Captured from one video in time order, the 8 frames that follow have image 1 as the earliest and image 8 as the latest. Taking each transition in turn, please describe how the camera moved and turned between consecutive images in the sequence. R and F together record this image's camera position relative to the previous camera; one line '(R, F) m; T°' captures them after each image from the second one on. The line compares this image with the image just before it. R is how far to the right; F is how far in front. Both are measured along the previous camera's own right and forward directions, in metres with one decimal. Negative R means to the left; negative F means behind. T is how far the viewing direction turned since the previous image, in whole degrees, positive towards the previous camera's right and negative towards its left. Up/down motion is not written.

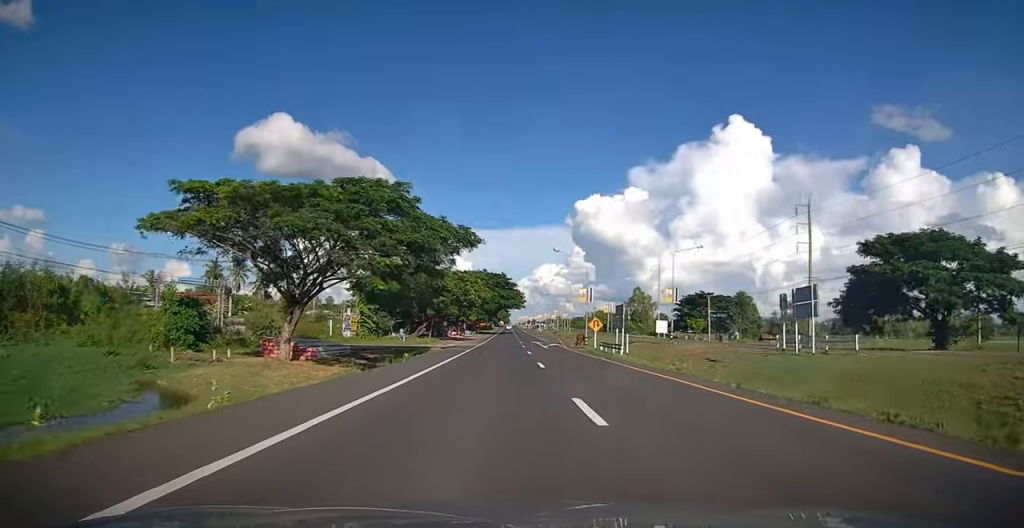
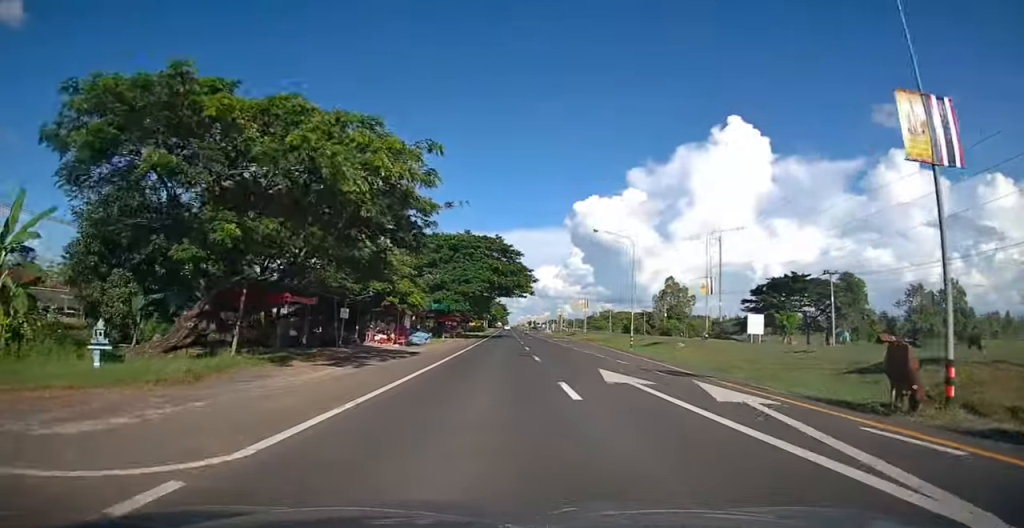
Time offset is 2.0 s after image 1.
(+0.2, +45.5) m; 0°
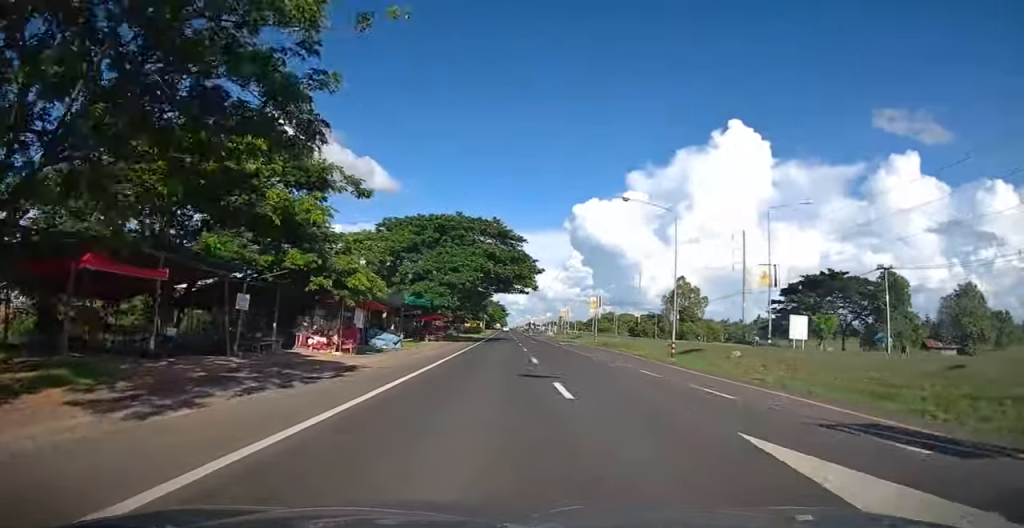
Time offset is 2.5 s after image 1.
(0.0, +11.5) m; 0°
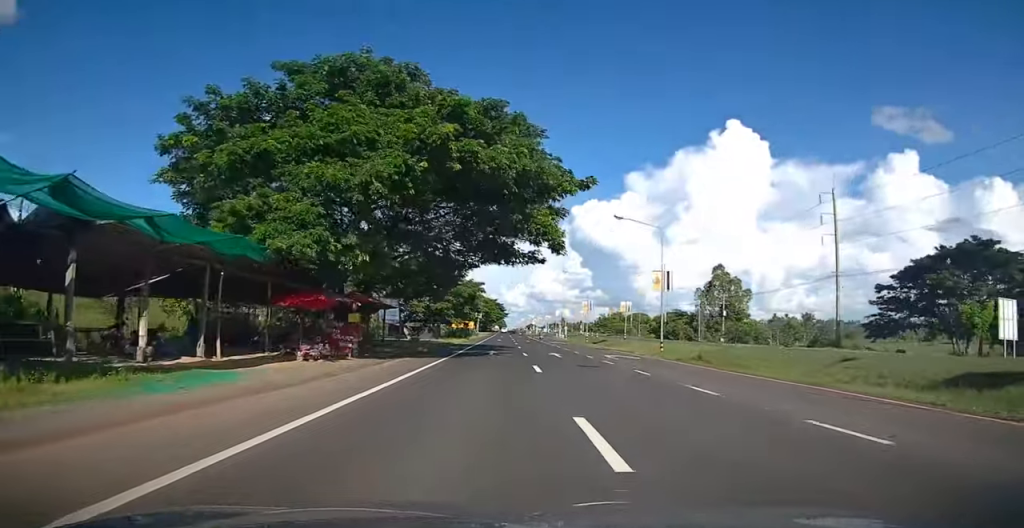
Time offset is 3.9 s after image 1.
(-0.2, +29.3) m; 0°
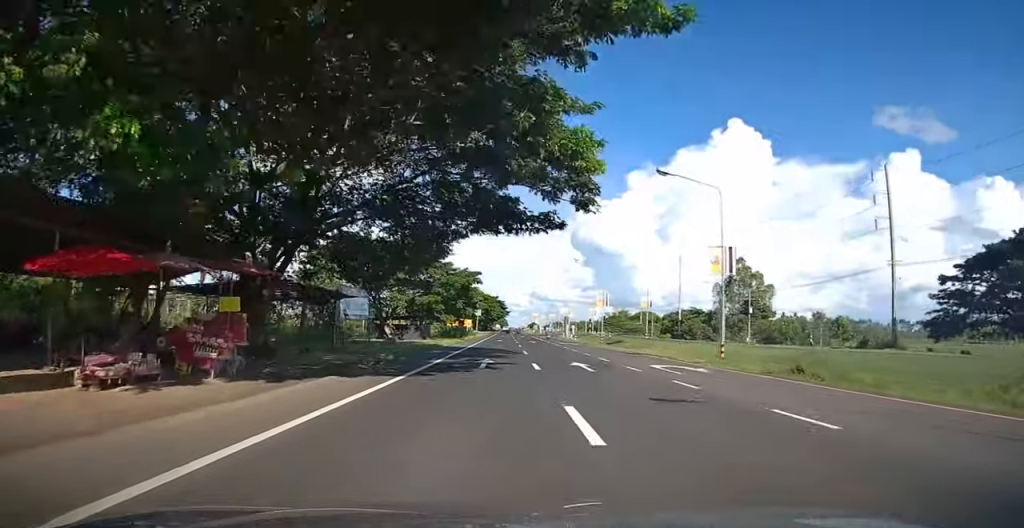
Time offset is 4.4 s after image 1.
(0.0, +10.9) m; 0°
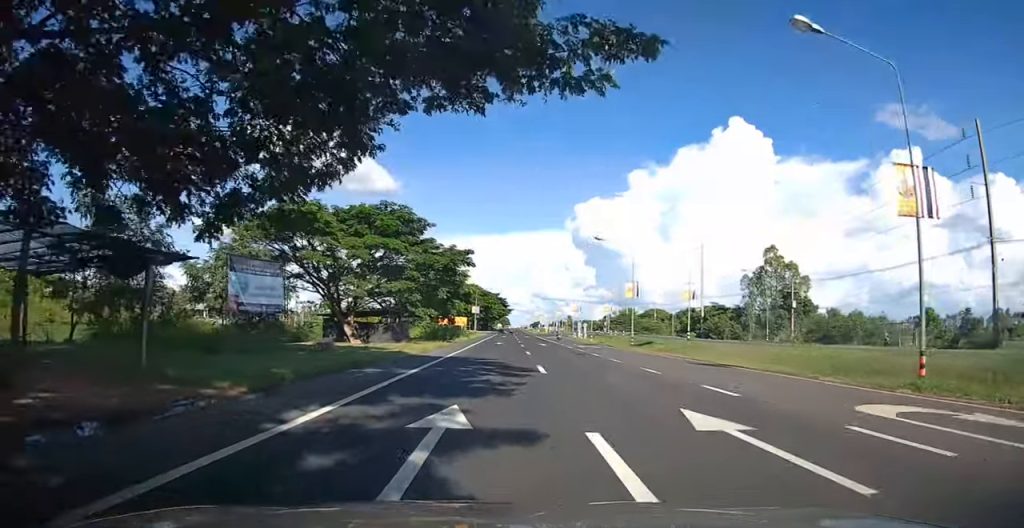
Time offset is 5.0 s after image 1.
(+0.1, +14.3) m; 0°
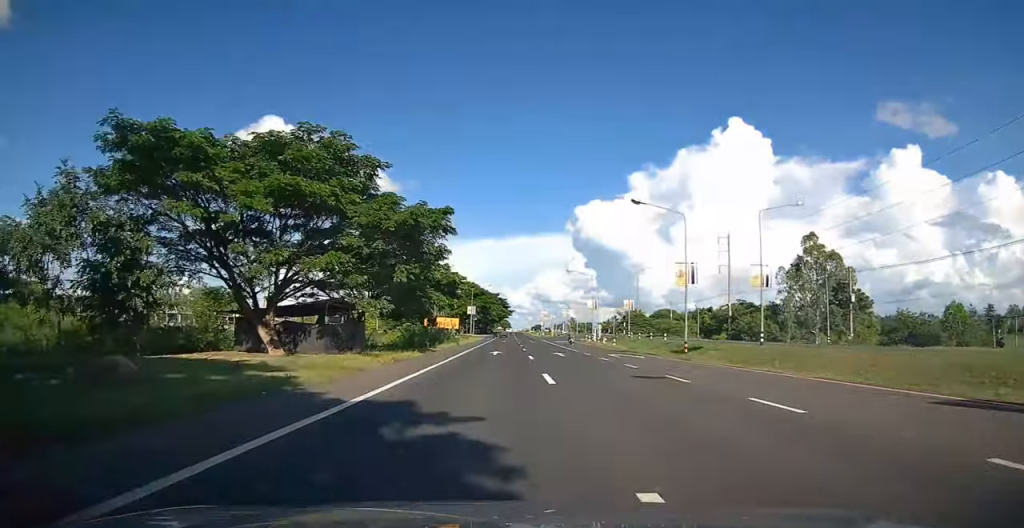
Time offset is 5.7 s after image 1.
(0.0, +14.6) m; 0°
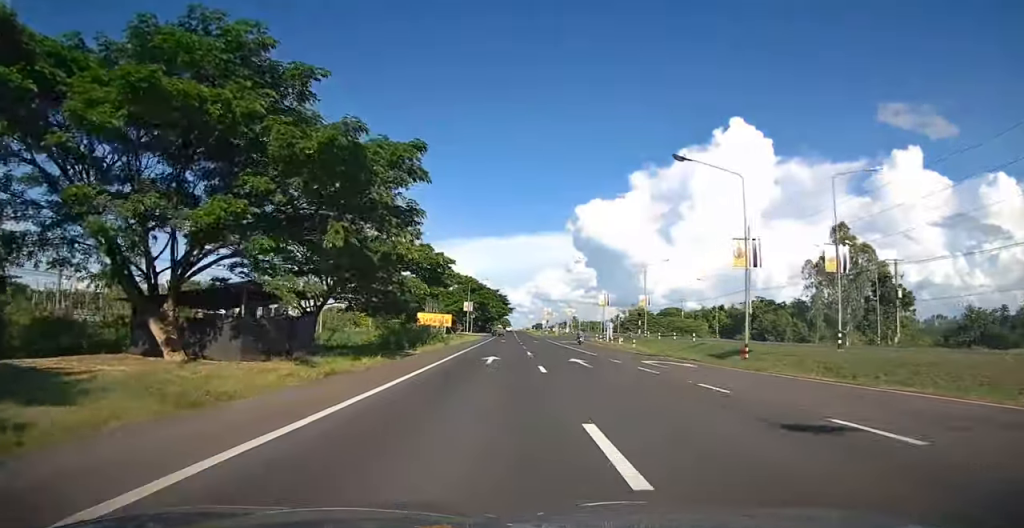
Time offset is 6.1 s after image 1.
(0.0, +8.8) m; 0°
